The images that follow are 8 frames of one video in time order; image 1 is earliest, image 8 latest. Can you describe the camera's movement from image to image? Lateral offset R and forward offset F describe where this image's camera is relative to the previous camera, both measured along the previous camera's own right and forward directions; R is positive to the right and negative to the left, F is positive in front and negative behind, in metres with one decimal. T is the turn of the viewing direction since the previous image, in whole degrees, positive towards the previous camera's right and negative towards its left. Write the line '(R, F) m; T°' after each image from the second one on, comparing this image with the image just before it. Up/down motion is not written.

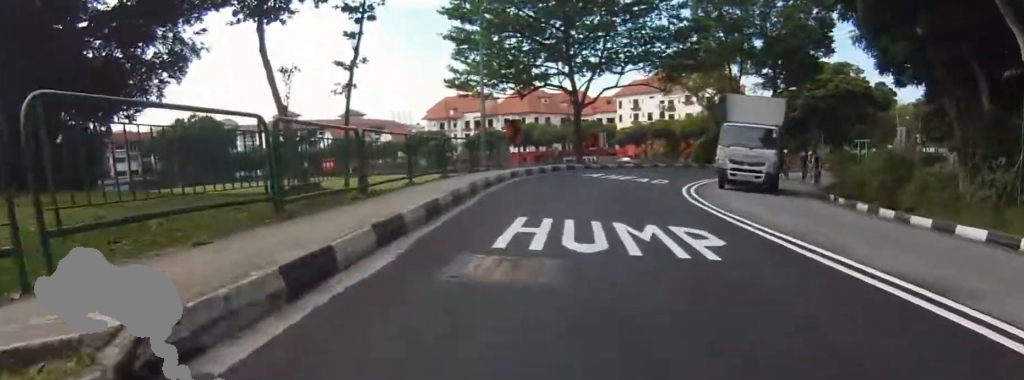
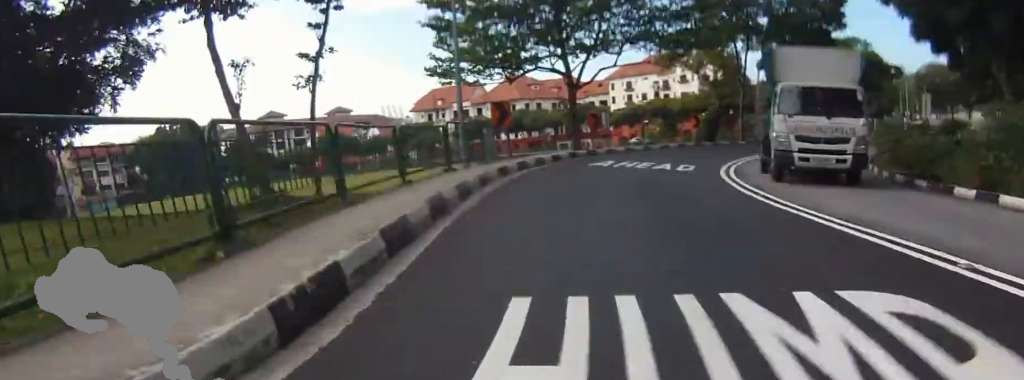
(+0.1, +5.4) m; +1°
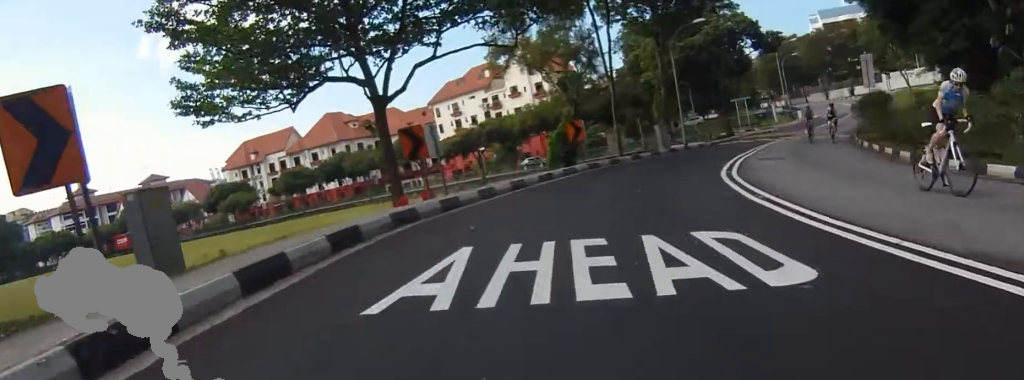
(0.0, +16.7) m; +2°
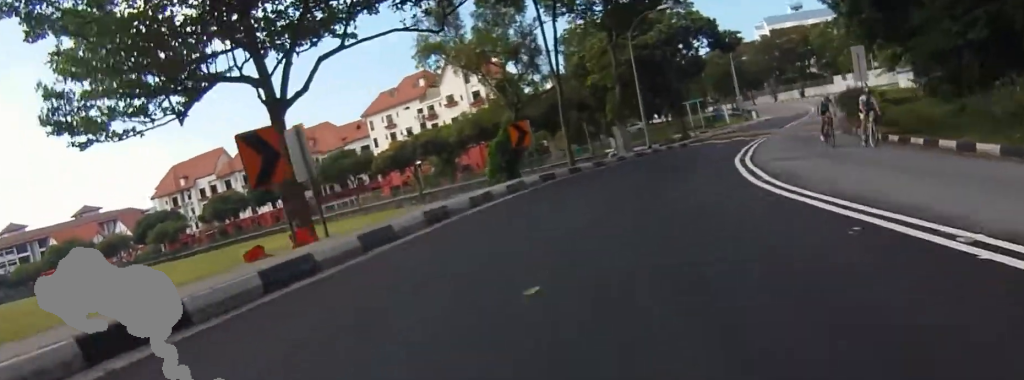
(-0.2, +6.7) m; +4°
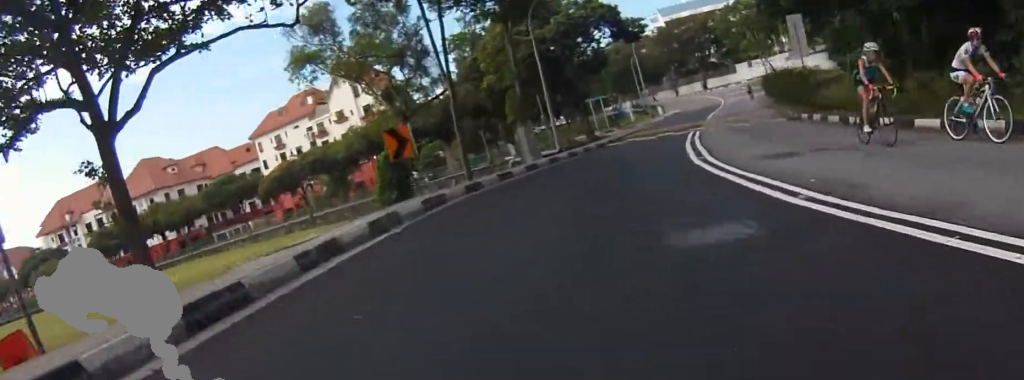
(+0.3, +5.4) m; +5°
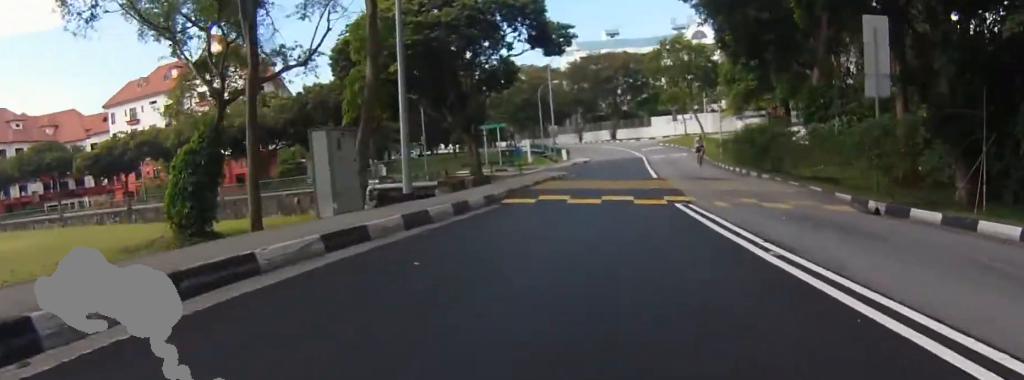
(+2.3, +13.9) m; +7°
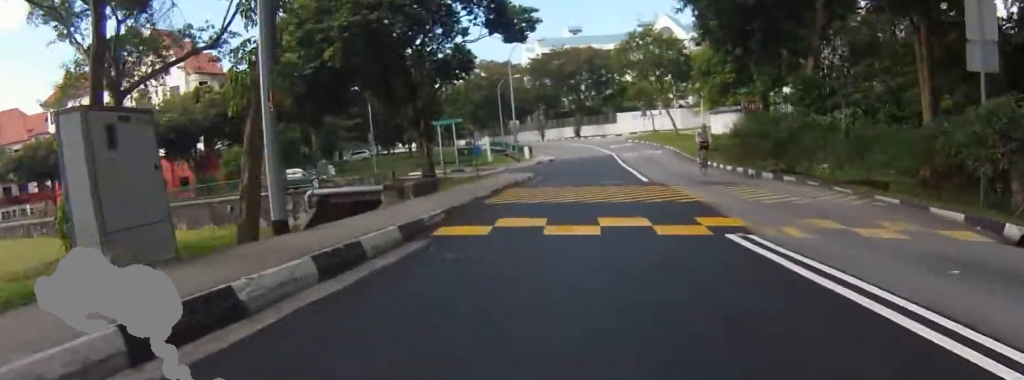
(+0.8, +5.3) m; -3°
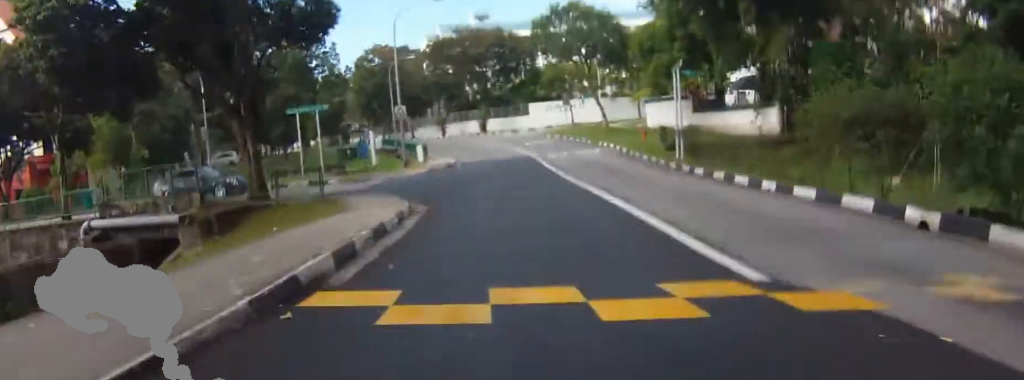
(-1.9, +13.0) m; +4°
